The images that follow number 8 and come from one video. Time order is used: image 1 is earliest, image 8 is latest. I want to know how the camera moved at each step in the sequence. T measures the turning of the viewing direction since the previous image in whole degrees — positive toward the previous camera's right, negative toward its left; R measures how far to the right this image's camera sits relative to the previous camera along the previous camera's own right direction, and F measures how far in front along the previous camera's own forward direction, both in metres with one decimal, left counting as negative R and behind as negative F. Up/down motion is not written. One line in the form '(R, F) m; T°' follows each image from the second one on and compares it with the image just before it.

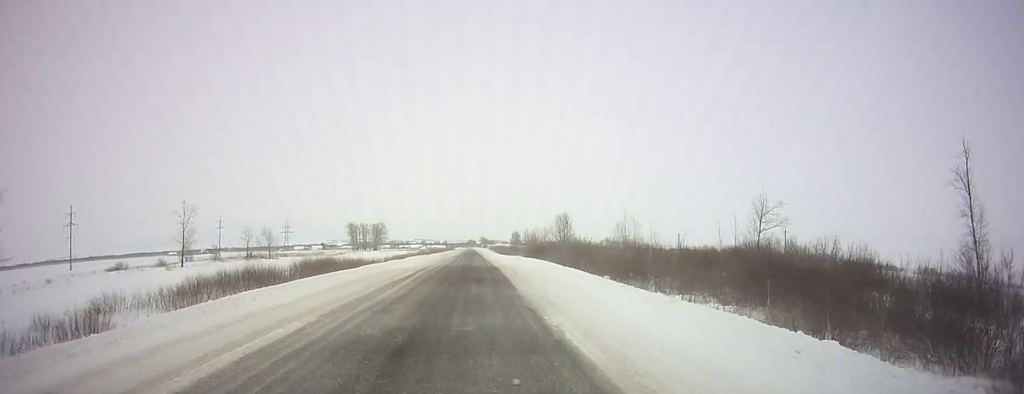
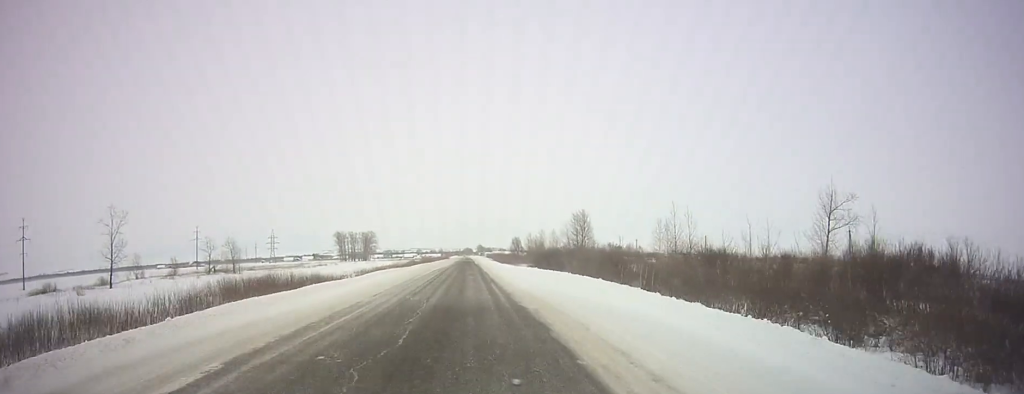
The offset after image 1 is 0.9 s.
(+0.1, +24.7) m; 0°
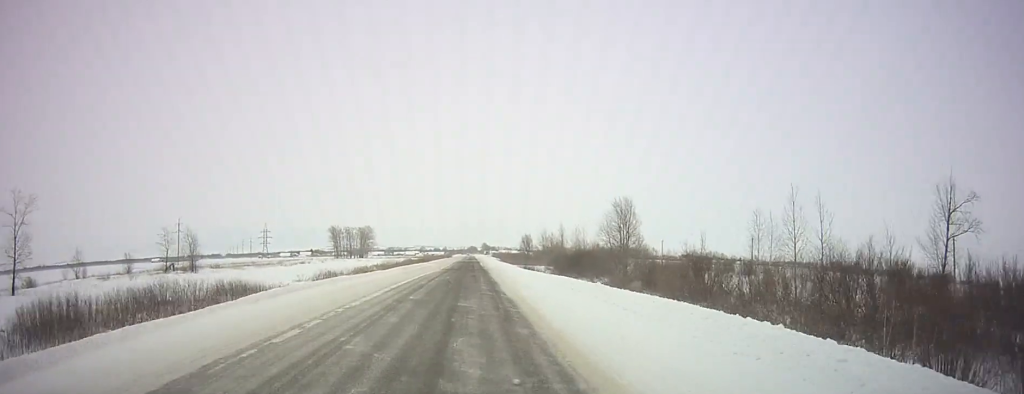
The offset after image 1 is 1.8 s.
(-0.2, +25.7) m; 0°
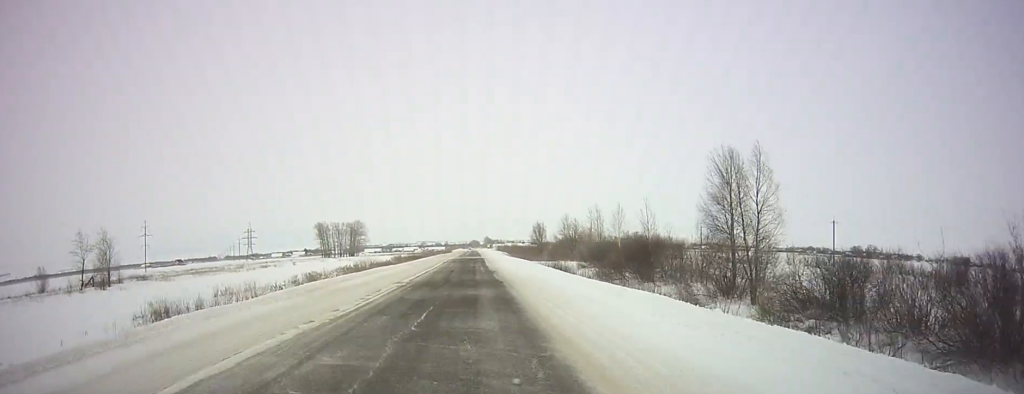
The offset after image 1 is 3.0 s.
(+0.1, +33.2) m; 0°
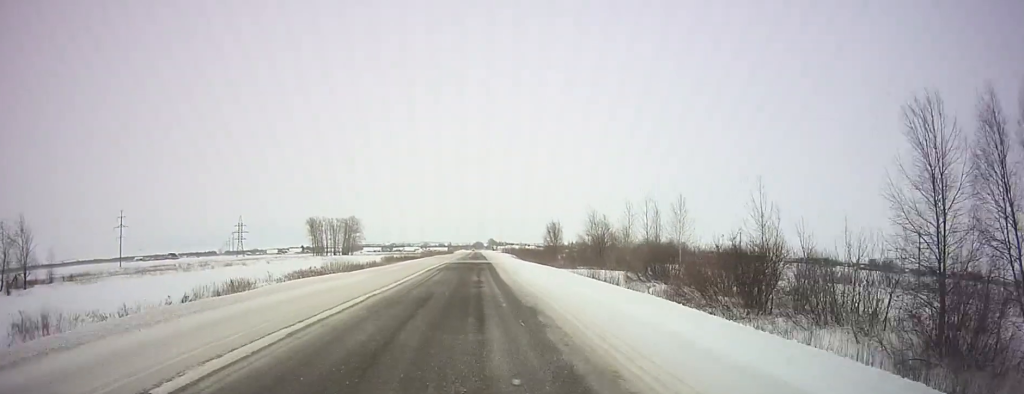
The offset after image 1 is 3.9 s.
(0.0, +23.1) m; 0°
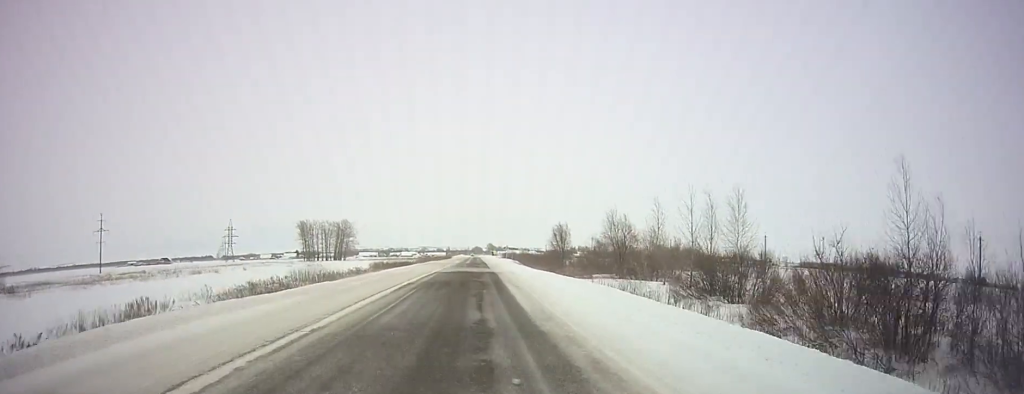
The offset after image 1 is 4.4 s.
(0.0, +13.9) m; 0°
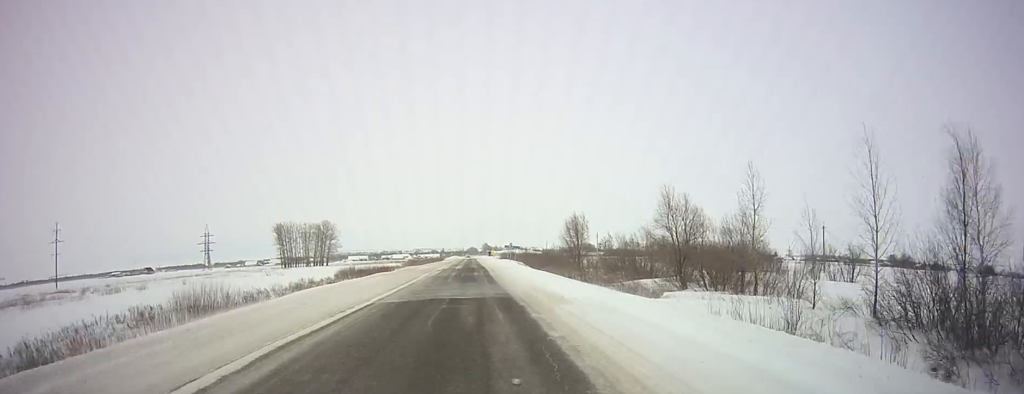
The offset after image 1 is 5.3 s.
(0.0, +26.0) m; 0°
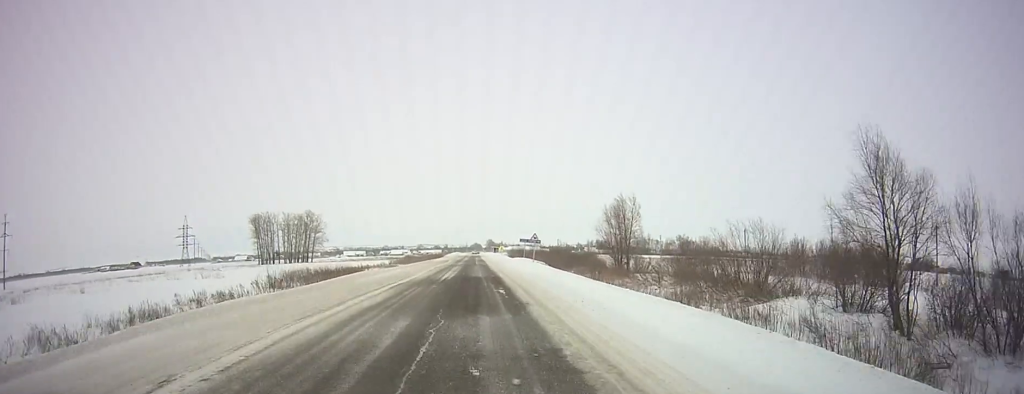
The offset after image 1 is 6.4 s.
(-0.1, +30.8) m; 0°
